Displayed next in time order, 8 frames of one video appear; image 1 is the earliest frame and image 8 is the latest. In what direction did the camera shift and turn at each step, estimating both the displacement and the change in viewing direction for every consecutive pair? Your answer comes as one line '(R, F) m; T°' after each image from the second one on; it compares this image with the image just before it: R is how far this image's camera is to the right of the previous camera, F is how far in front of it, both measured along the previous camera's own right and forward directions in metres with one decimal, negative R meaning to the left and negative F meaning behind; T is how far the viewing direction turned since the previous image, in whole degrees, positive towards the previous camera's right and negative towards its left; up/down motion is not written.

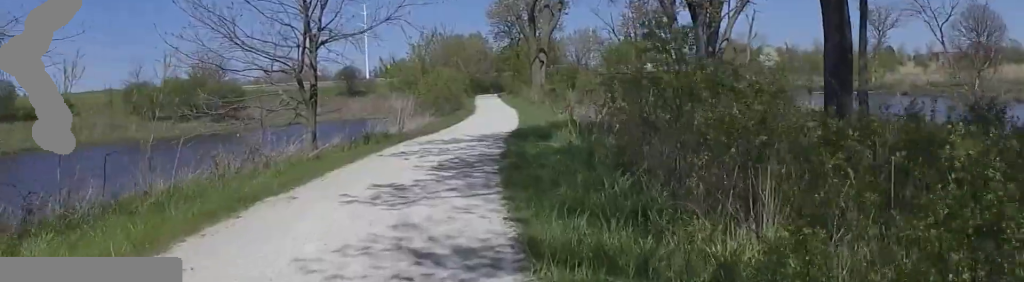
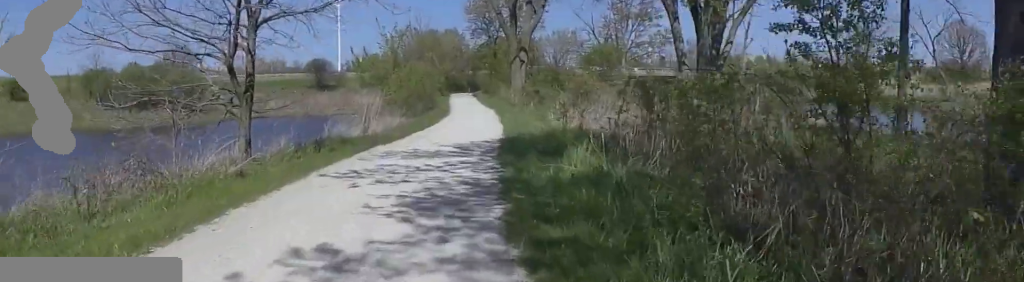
(+0.4, +3.2) m; +2°
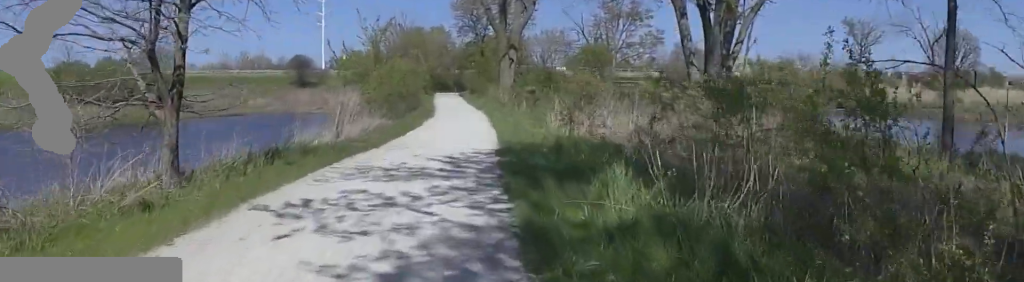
(-0.3, +2.9) m; -1°
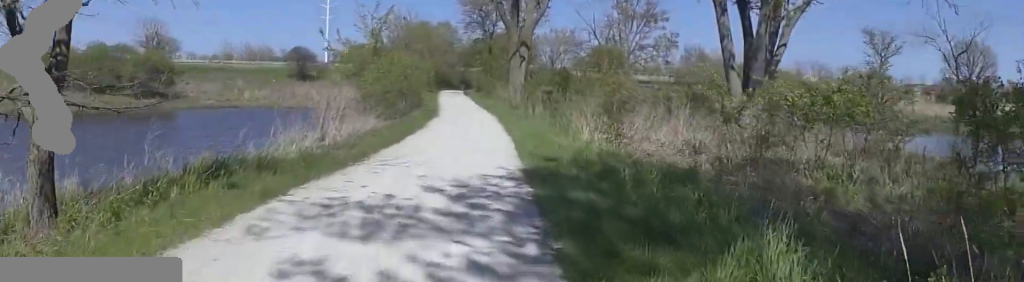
(-0.2, +3.4) m; -1°
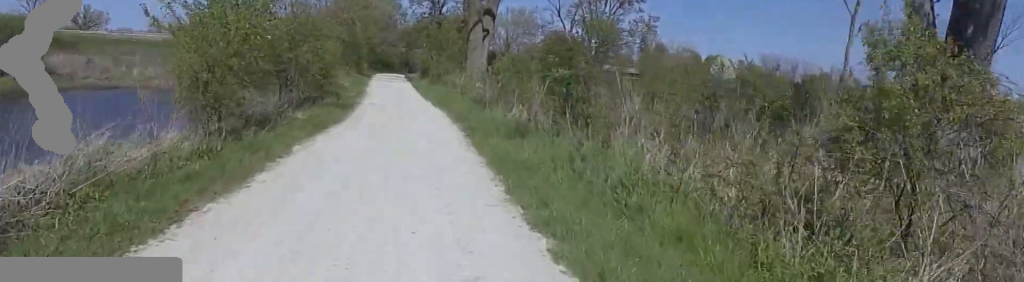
(+1.5, +12.7) m; +12°
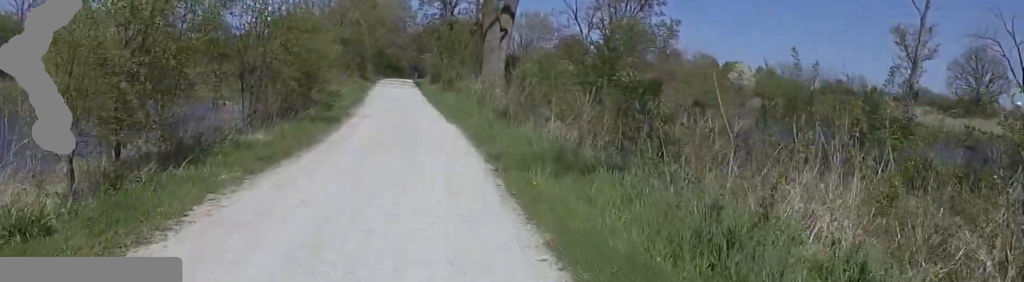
(+1.0, +3.5) m; -7°
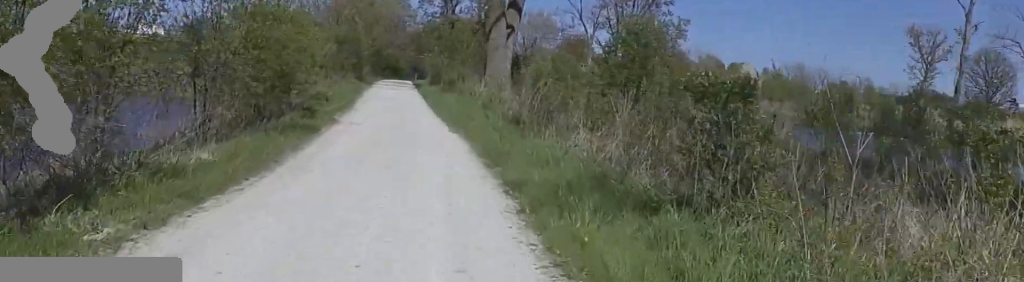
(-0.8, +2.3) m; -5°
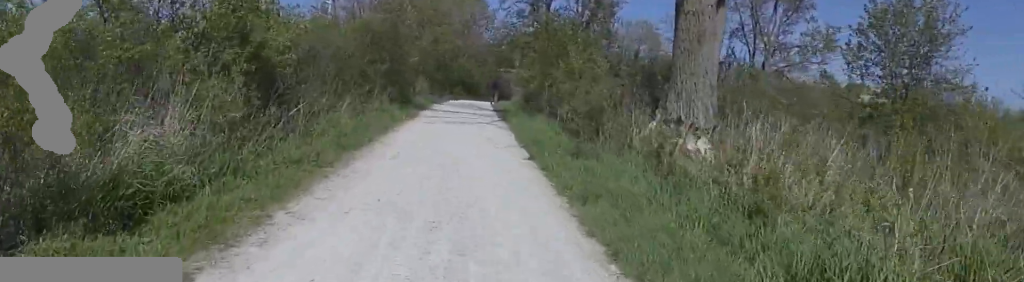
(-0.4, +15.1) m; +4°
